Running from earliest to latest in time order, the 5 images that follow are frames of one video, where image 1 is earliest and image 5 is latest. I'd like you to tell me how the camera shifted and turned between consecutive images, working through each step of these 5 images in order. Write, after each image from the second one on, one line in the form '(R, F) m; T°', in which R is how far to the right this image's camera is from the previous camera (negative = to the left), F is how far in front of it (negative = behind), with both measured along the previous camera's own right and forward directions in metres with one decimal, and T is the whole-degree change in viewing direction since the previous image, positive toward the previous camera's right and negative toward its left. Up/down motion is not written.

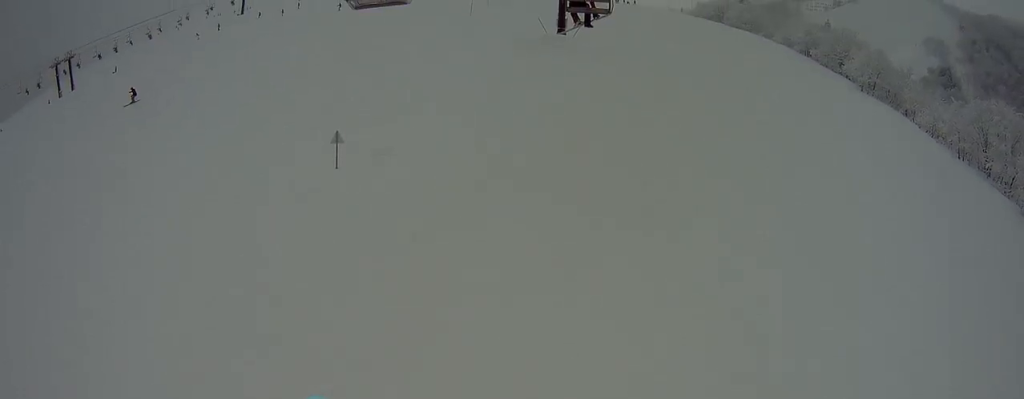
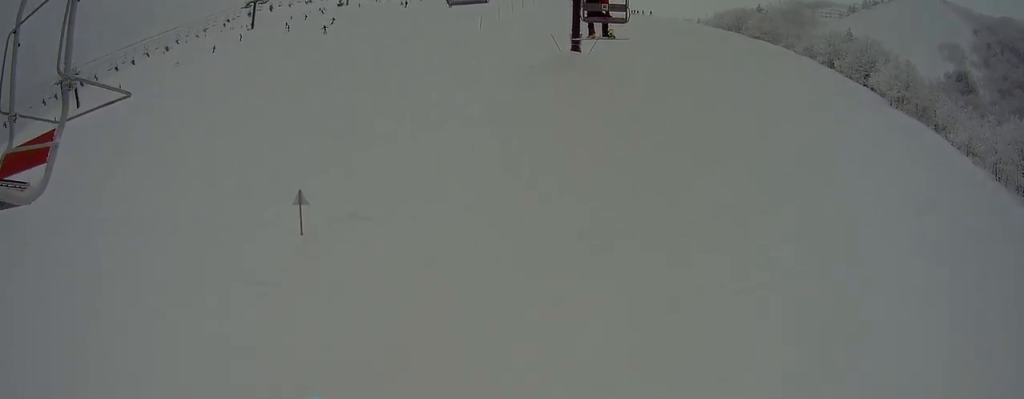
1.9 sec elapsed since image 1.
(+0.4, +7.5) m; +1°
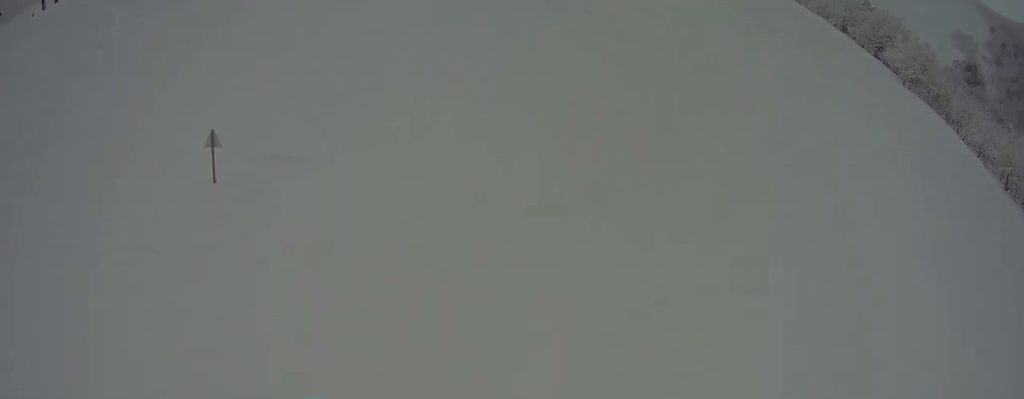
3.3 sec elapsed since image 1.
(-0.2, +3.5) m; -17°
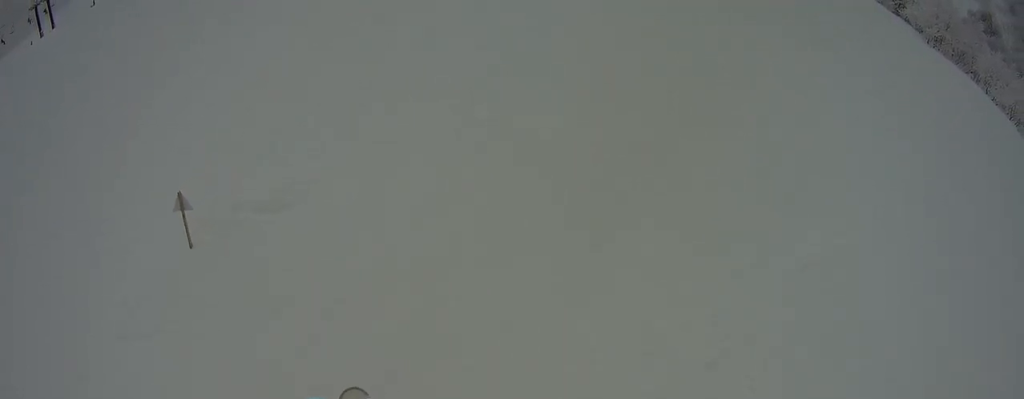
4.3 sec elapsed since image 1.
(-0.2, +2.7) m; -2°
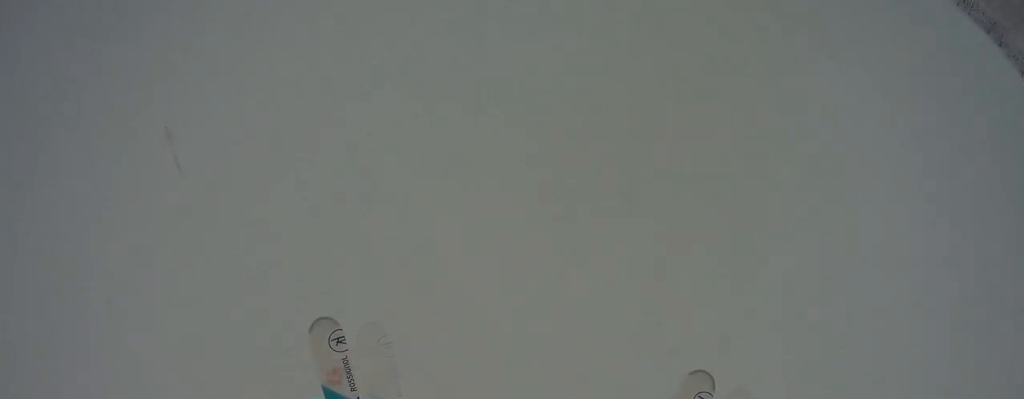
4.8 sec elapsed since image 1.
(0.0, +1.3) m; -3°
